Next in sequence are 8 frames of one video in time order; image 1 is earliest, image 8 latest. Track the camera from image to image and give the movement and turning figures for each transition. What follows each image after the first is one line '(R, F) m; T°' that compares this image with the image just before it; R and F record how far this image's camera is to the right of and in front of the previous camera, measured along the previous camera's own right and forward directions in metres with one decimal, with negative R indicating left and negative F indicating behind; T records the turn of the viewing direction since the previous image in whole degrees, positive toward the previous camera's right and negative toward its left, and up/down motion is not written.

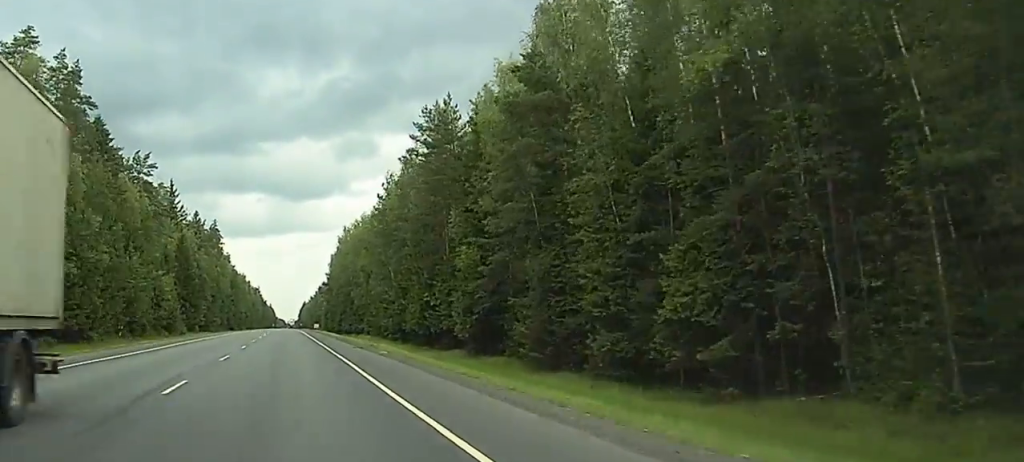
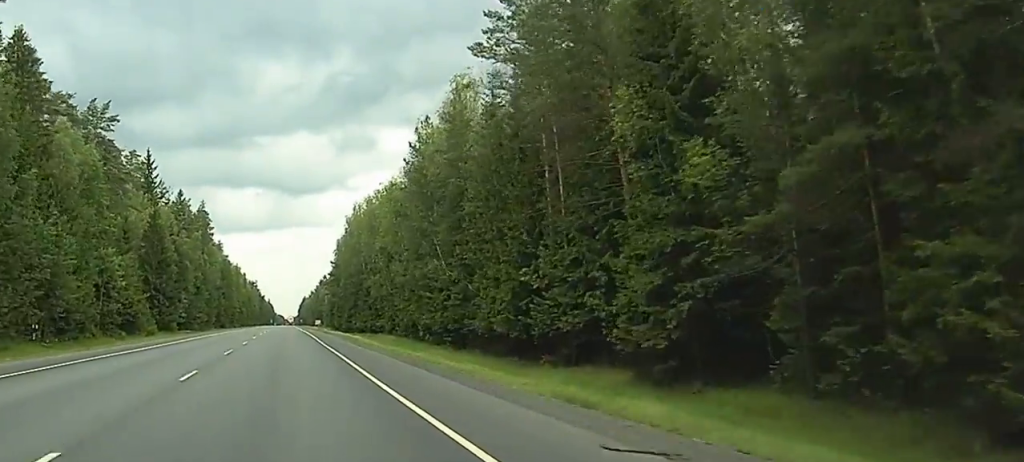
(+0.6, +34.0) m; +1°
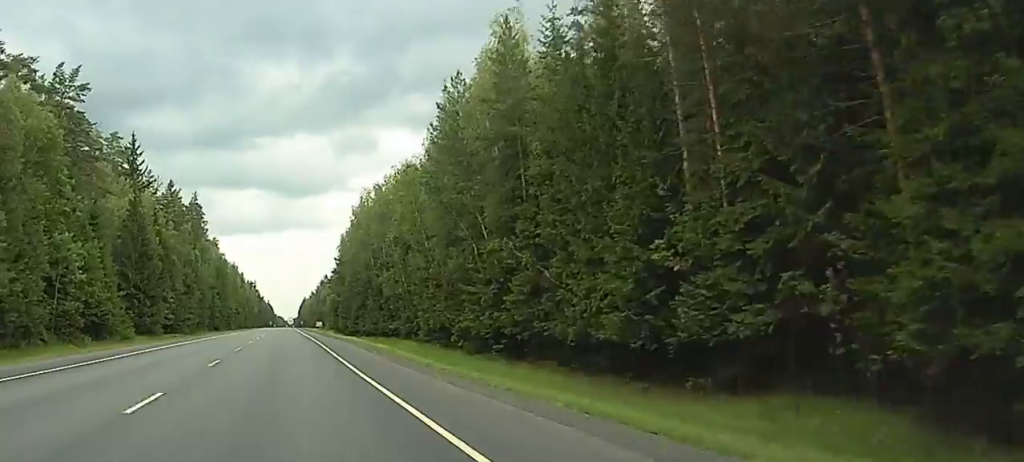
(0.0, +17.5) m; 0°
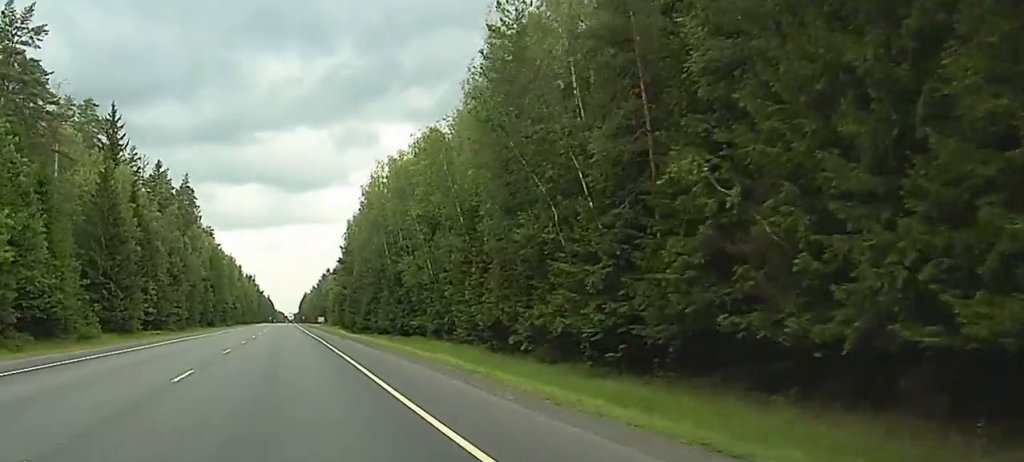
(0.0, +19.5) m; 0°
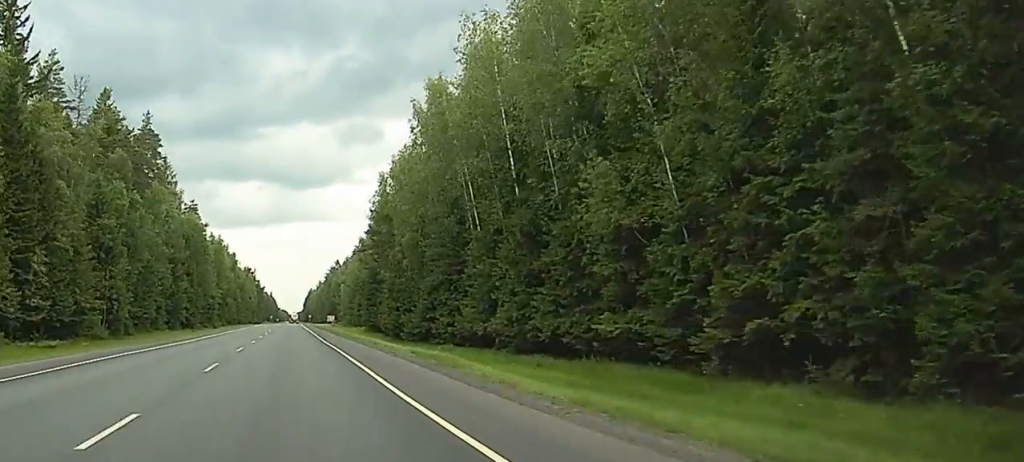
(-0.2, +56.5) m; 0°
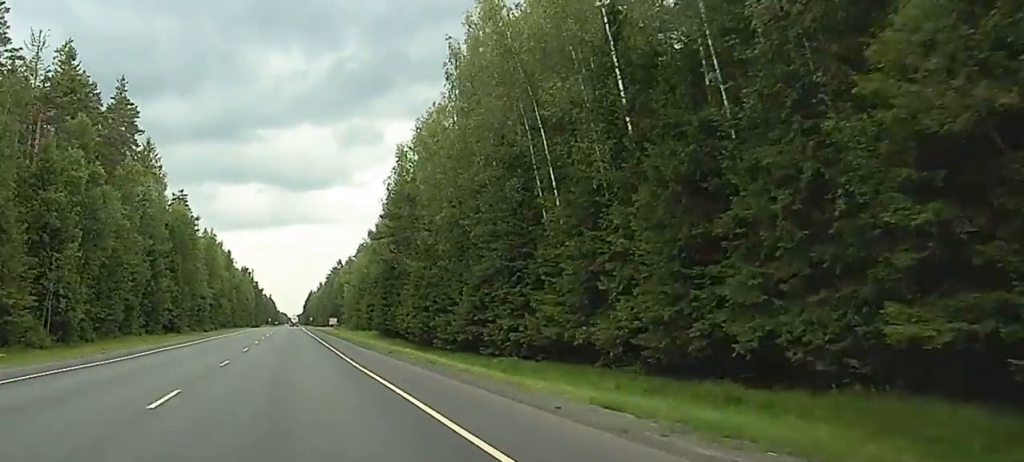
(0.0, +20.2) m; 0°
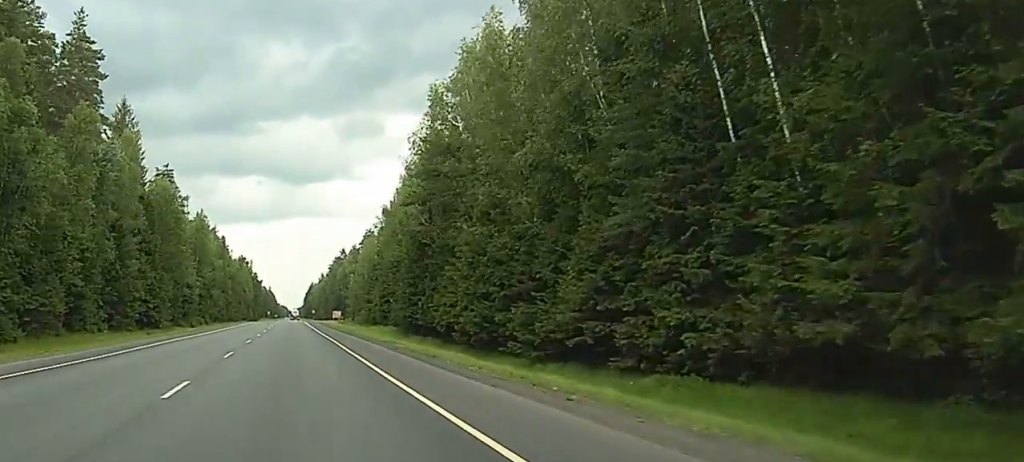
(+0.1, +22.9) m; 0°
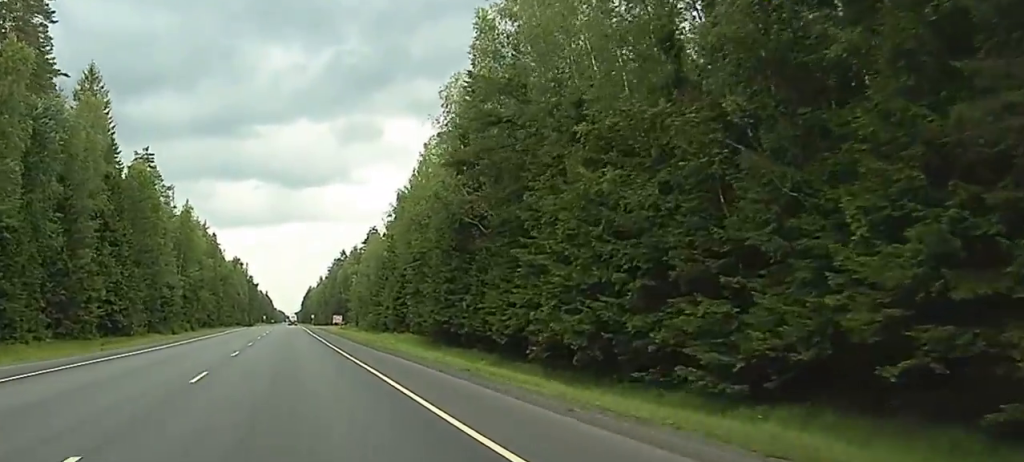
(0.0, +19.9) m; -2°
